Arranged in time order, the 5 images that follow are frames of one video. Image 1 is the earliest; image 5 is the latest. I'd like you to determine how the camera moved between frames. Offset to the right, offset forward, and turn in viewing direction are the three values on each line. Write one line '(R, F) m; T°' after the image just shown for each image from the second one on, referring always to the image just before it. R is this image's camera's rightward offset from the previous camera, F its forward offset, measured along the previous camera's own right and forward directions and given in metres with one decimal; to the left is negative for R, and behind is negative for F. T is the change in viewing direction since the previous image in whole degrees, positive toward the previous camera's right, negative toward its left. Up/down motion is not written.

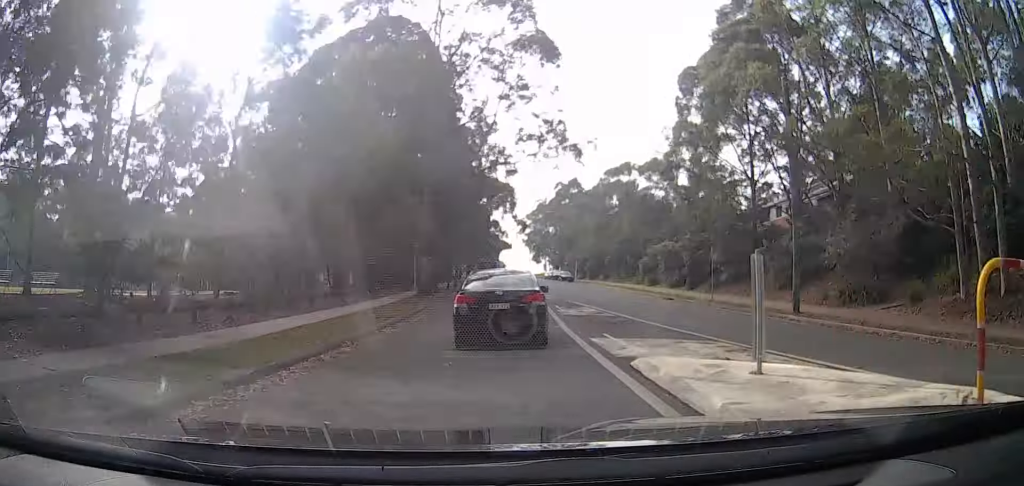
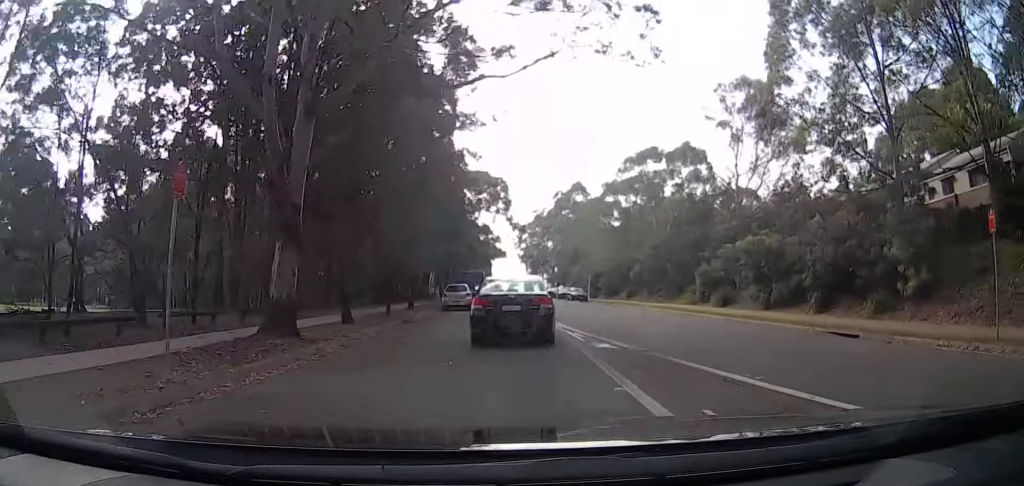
(+0.3, +20.4) m; 0°
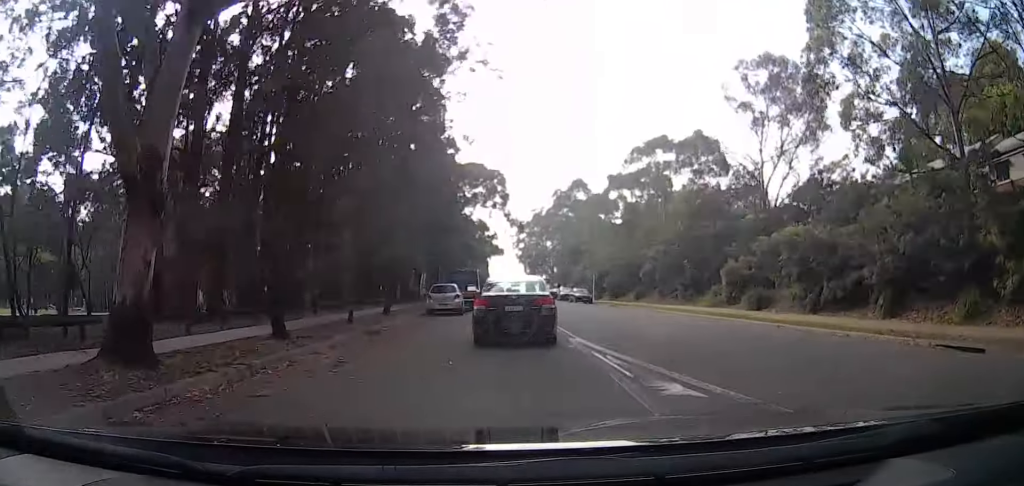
(0.0, +5.1) m; 0°
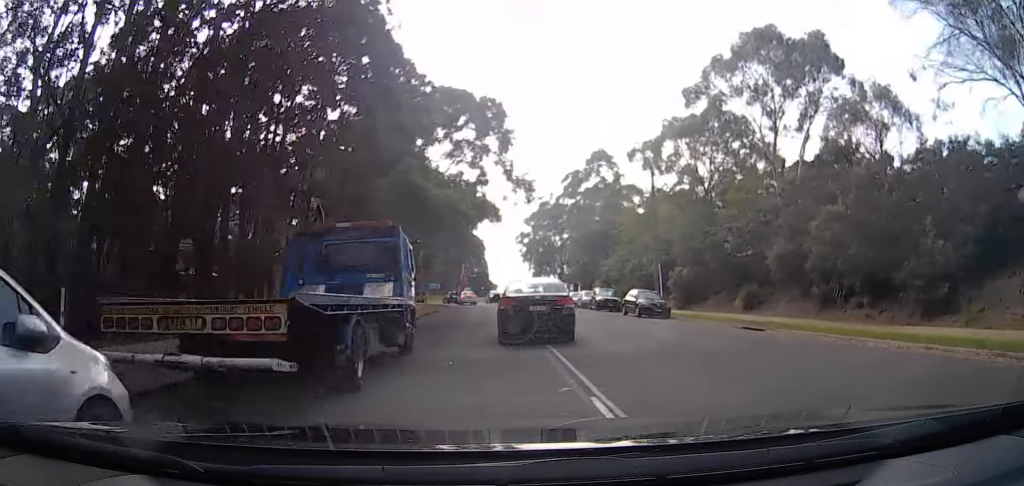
(-0.1, +26.8) m; 0°
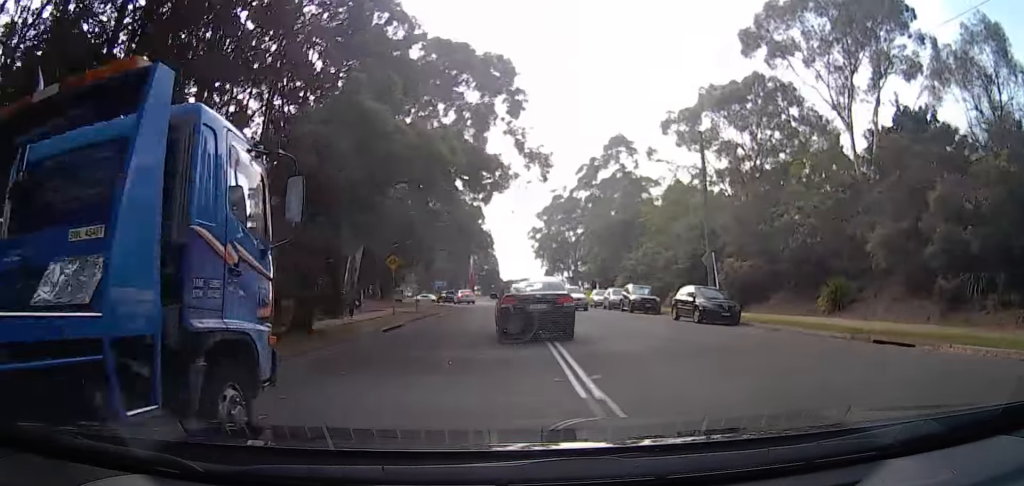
(0.0, +8.2) m; -1°
